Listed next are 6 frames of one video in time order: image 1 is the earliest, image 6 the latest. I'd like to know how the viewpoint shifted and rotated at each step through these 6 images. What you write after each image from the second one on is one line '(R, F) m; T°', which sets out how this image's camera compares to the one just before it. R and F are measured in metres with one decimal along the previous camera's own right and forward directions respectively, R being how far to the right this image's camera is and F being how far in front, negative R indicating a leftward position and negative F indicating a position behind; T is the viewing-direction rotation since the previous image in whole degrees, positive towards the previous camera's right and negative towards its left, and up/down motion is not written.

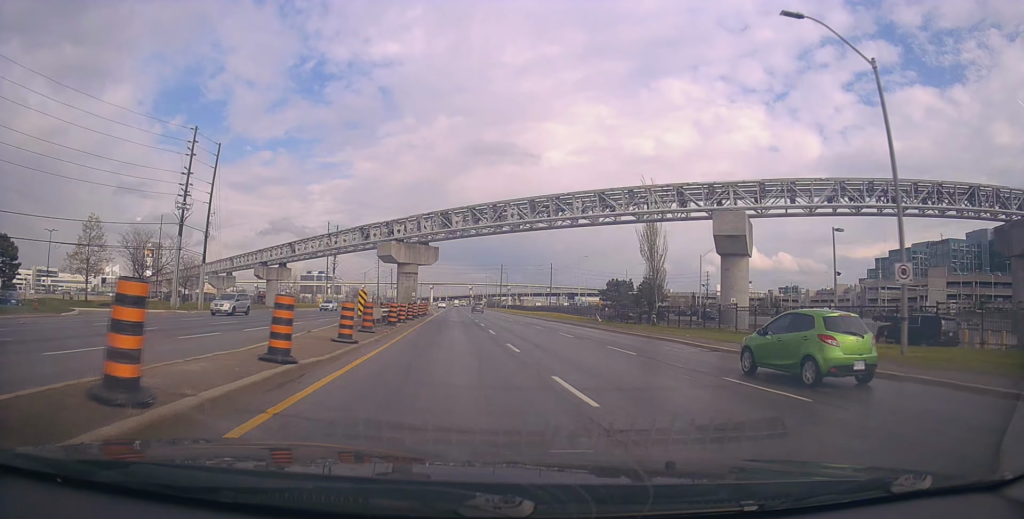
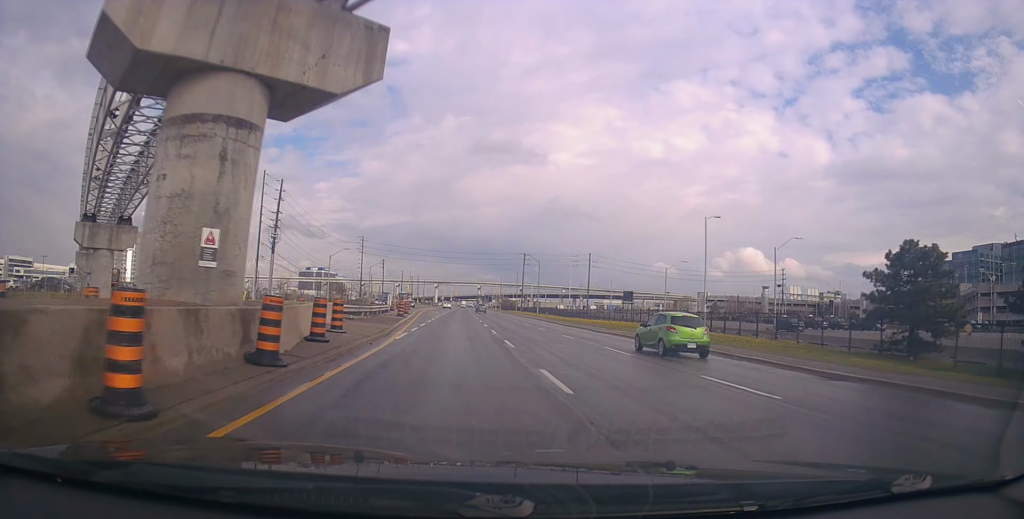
(0.0, +43.8) m; 0°
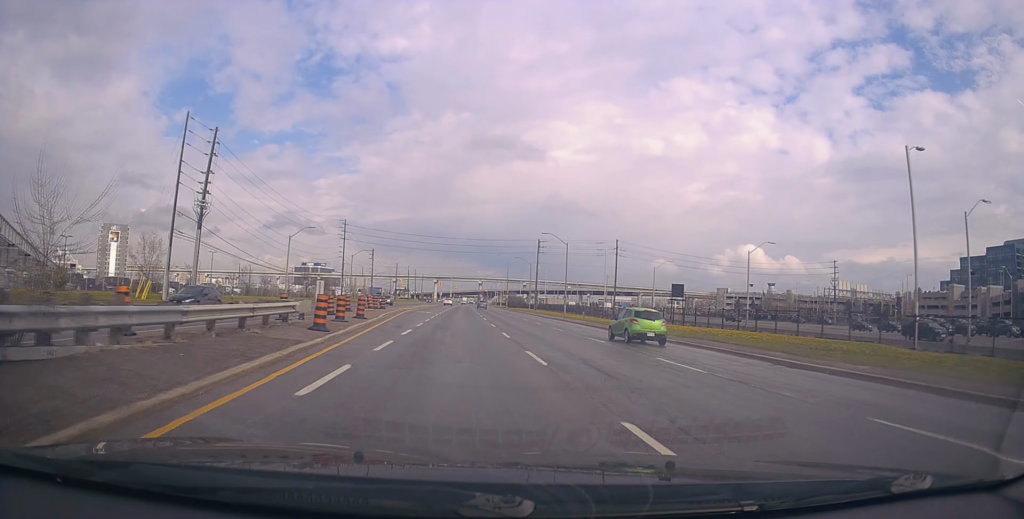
(-0.1, +23.8) m; 0°
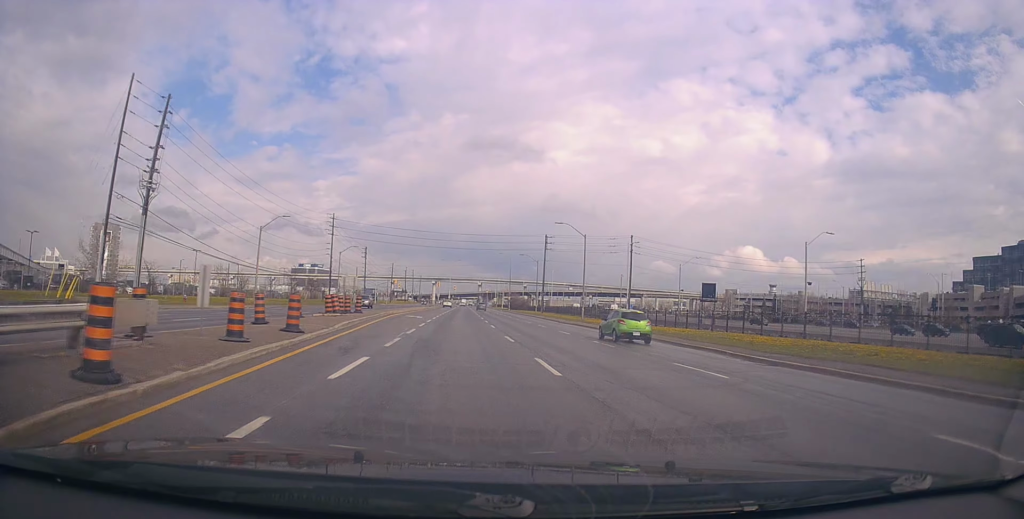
(-0.1, +10.7) m; 0°
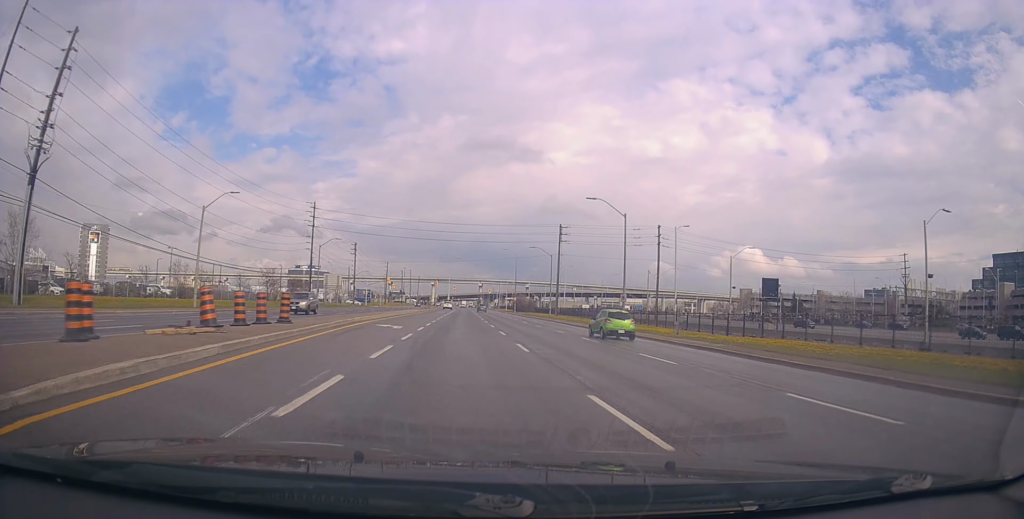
(+0.1, +14.8) m; +2°
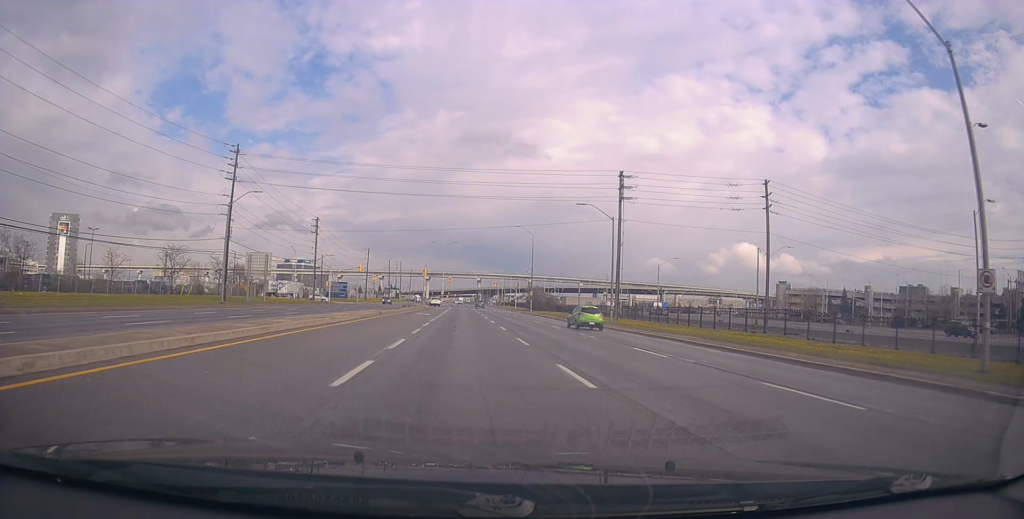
(-0.9, +34.6) m; -2°
